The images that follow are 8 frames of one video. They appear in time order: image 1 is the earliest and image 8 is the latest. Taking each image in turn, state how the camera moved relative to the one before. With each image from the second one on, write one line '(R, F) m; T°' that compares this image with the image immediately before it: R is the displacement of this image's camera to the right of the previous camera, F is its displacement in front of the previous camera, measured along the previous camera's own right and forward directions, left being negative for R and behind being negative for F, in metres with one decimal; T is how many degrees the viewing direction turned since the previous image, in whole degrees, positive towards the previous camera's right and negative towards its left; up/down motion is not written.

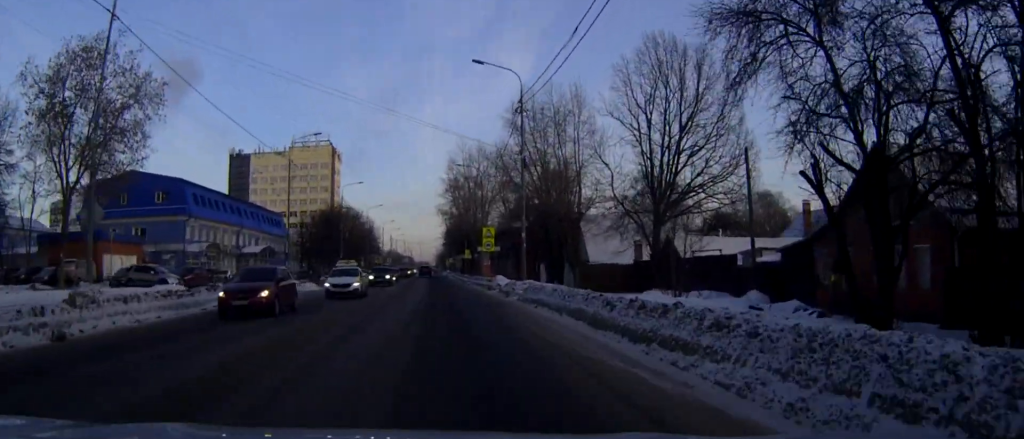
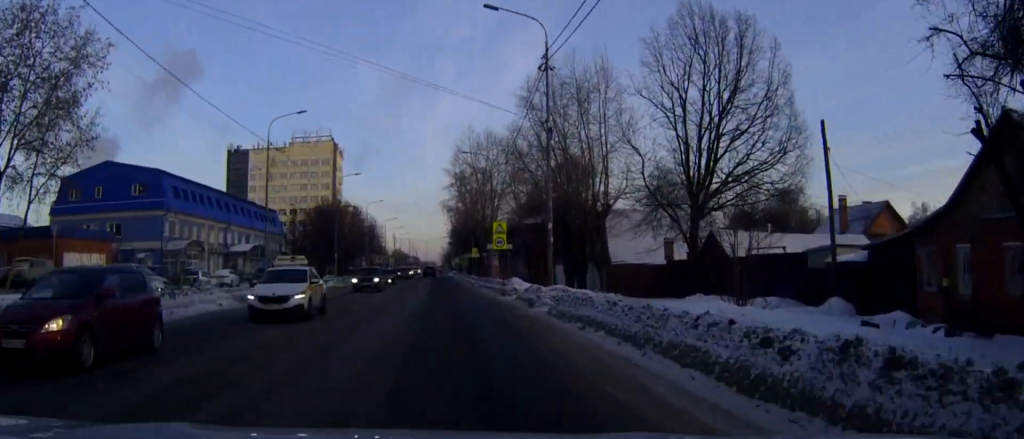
(-0.1, +7.6) m; -1°
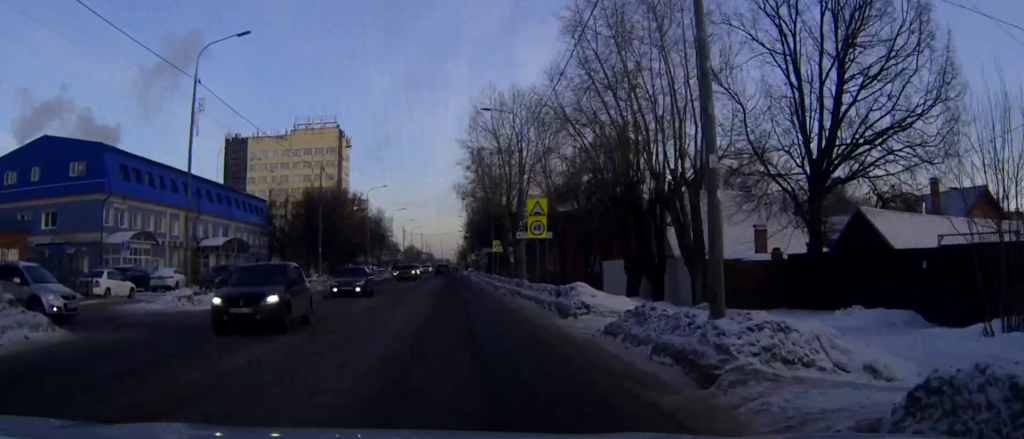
(-0.1, +15.5) m; -1°
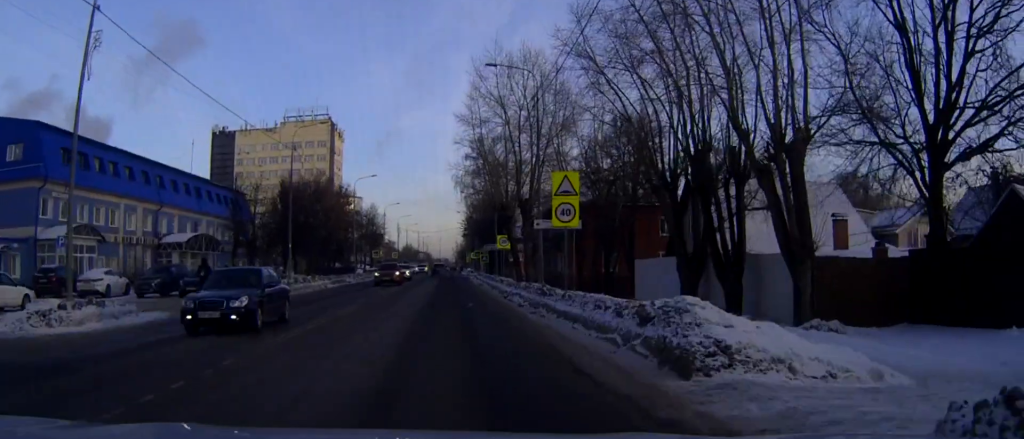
(-0.1, +9.7) m; -1°
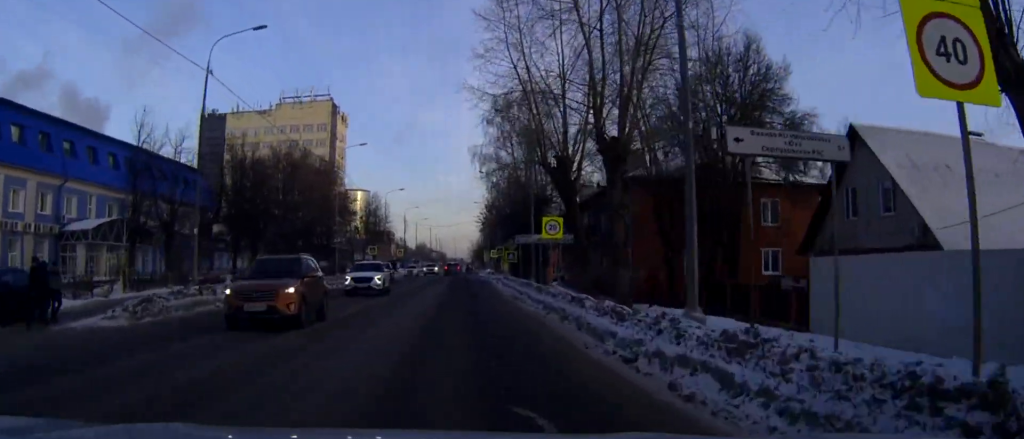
(-0.1, +20.1) m; -1°
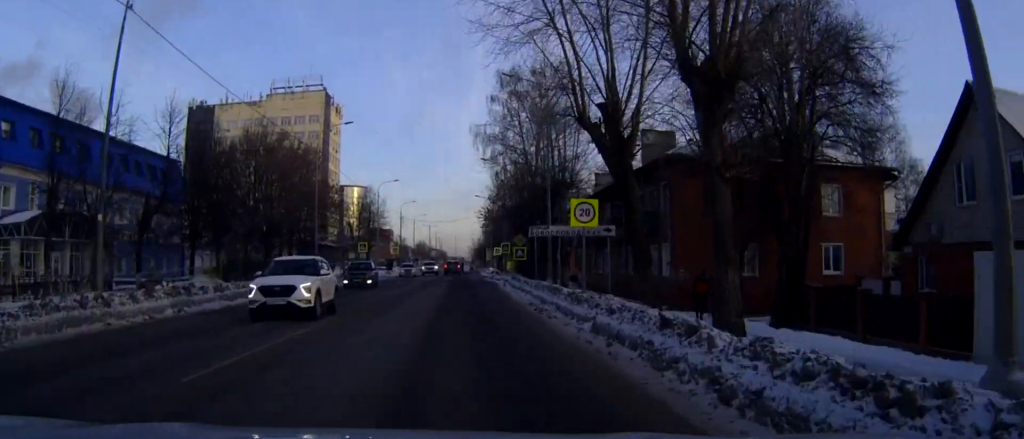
(-0.1, +8.3) m; 0°
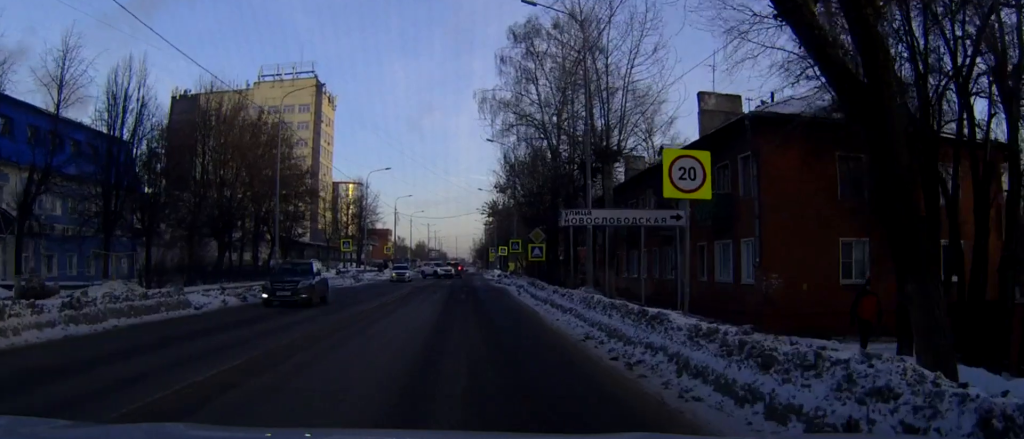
(+0.1, +10.9) m; 0°
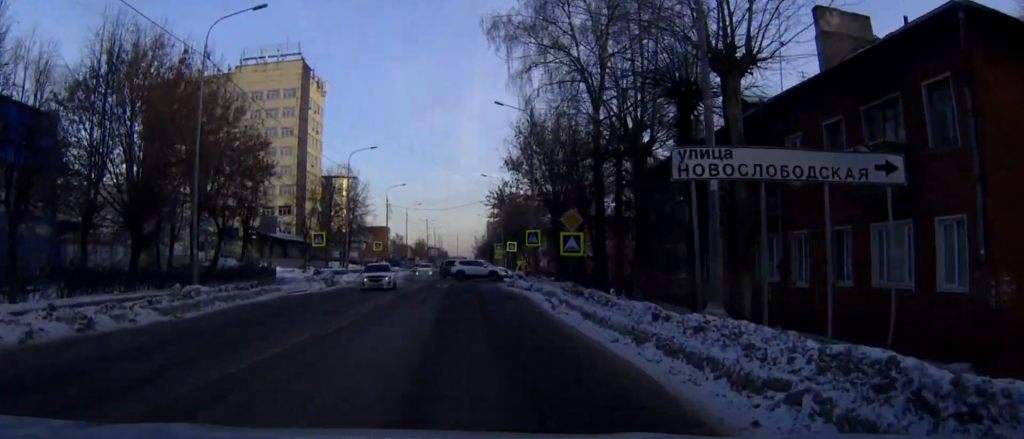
(-0.1, +12.3) m; -1°
